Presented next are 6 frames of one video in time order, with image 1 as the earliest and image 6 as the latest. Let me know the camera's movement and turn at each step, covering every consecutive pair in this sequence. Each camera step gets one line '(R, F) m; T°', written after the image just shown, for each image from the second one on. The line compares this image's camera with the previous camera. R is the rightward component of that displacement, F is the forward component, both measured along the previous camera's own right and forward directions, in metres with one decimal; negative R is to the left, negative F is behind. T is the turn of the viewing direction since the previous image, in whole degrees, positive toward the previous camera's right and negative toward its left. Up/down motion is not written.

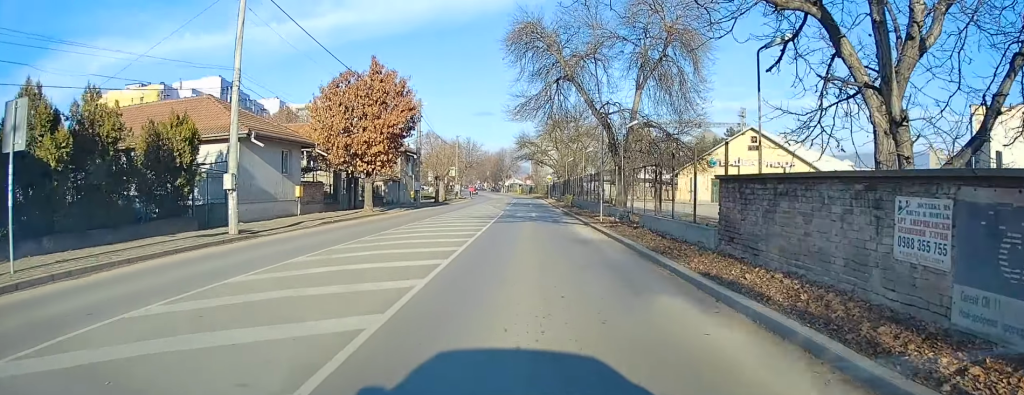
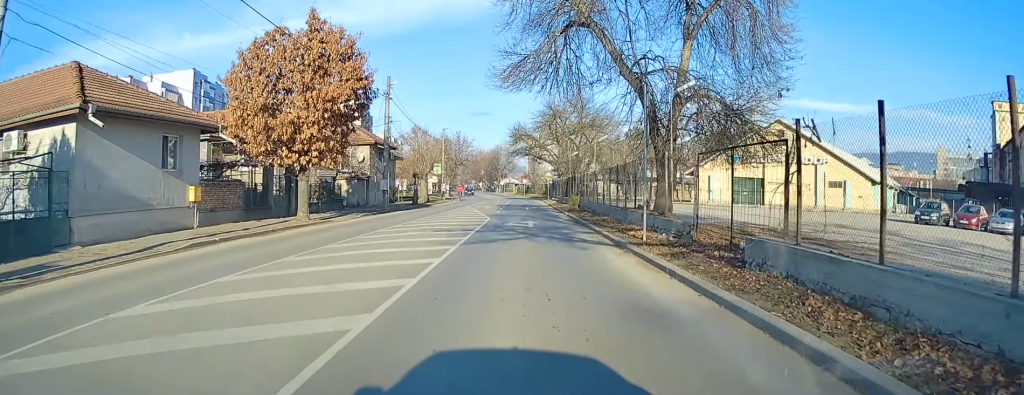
(-0.3, +9.3) m; -1°
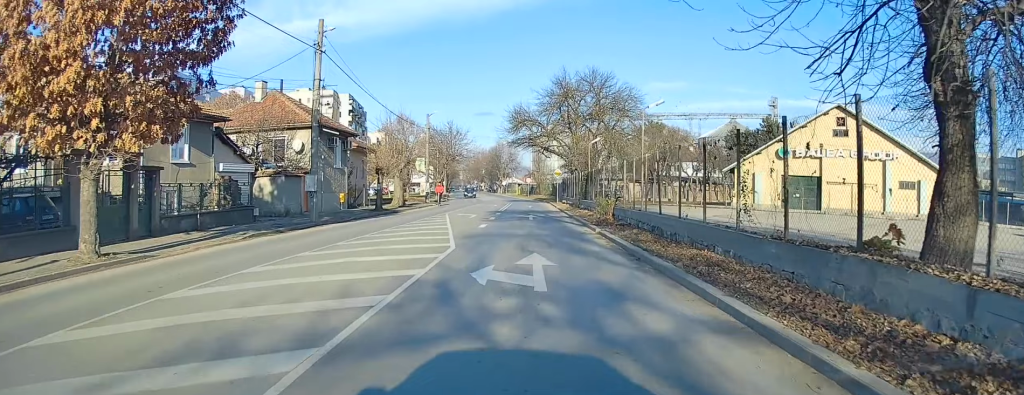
(+0.1, +13.1) m; +1°
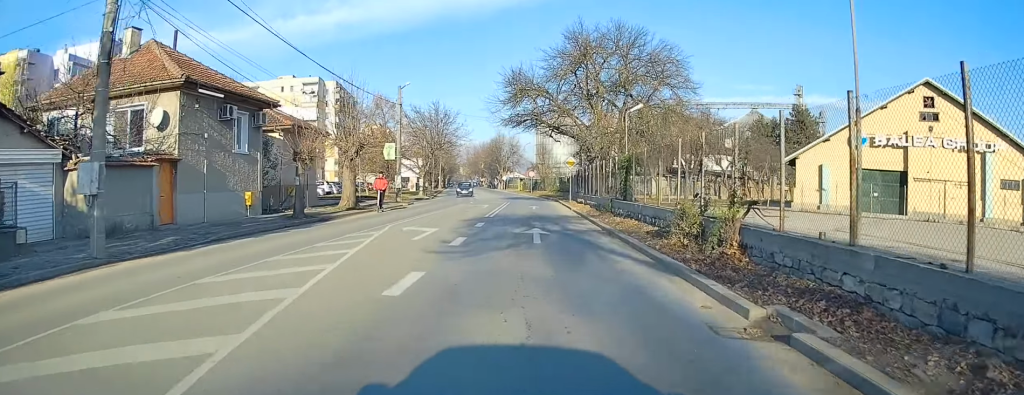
(+0.1, +13.5) m; 0°
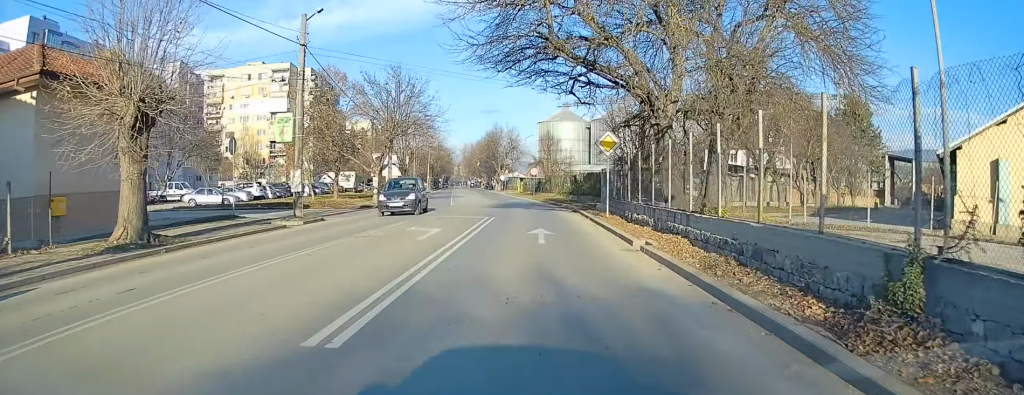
(0.0, +20.0) m; 0°
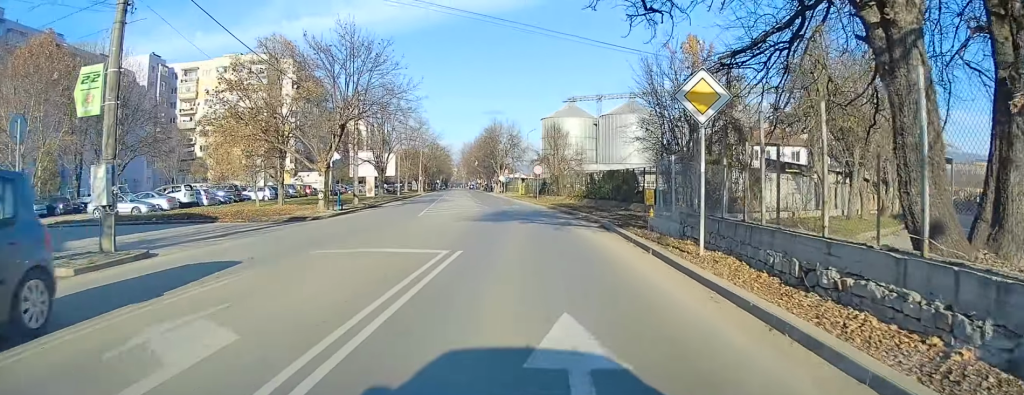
(0.0, +12.5) m; -1°
